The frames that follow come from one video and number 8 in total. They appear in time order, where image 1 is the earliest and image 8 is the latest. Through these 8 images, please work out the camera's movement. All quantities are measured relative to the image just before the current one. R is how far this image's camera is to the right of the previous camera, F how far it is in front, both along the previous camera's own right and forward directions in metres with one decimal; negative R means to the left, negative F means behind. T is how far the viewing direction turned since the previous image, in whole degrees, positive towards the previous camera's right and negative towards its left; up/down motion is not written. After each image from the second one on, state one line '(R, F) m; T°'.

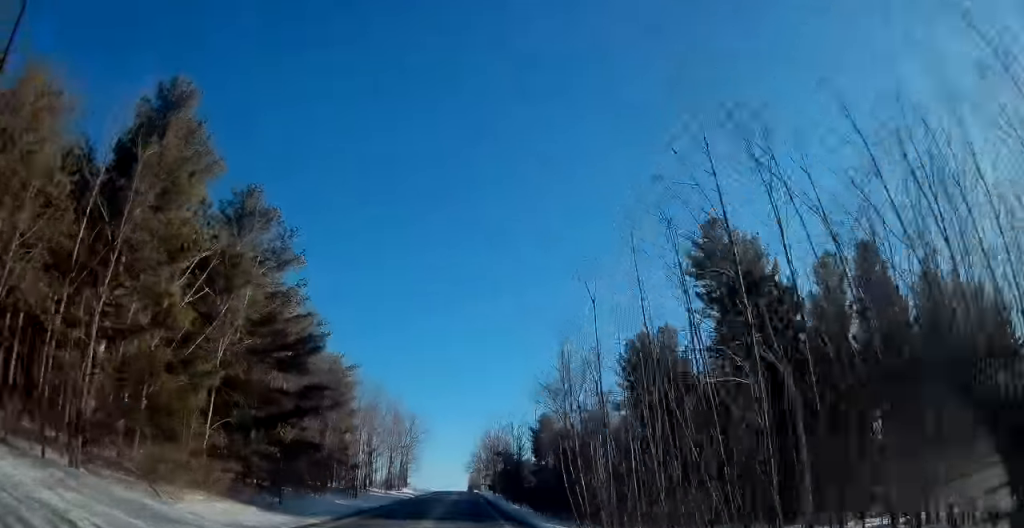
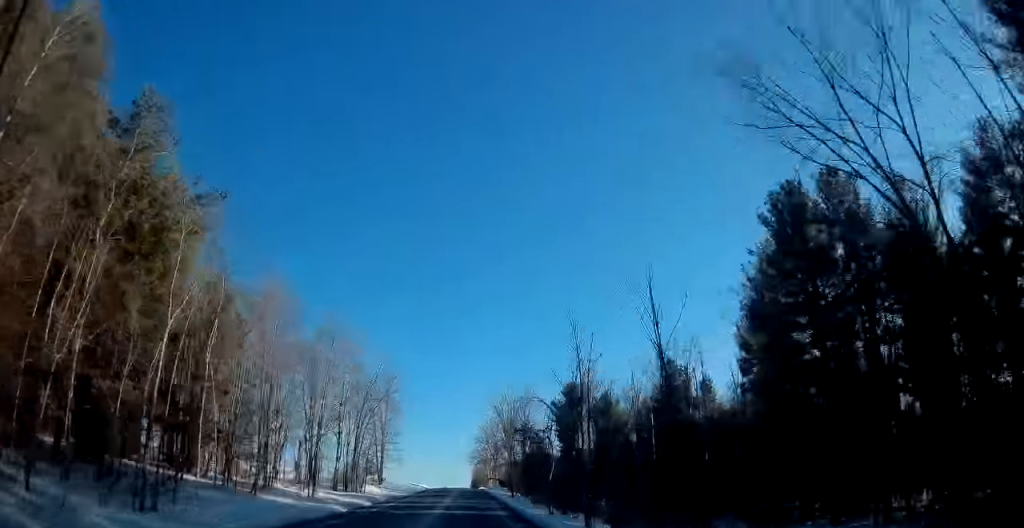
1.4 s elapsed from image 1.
(-0.2, +34.1) m; -1°
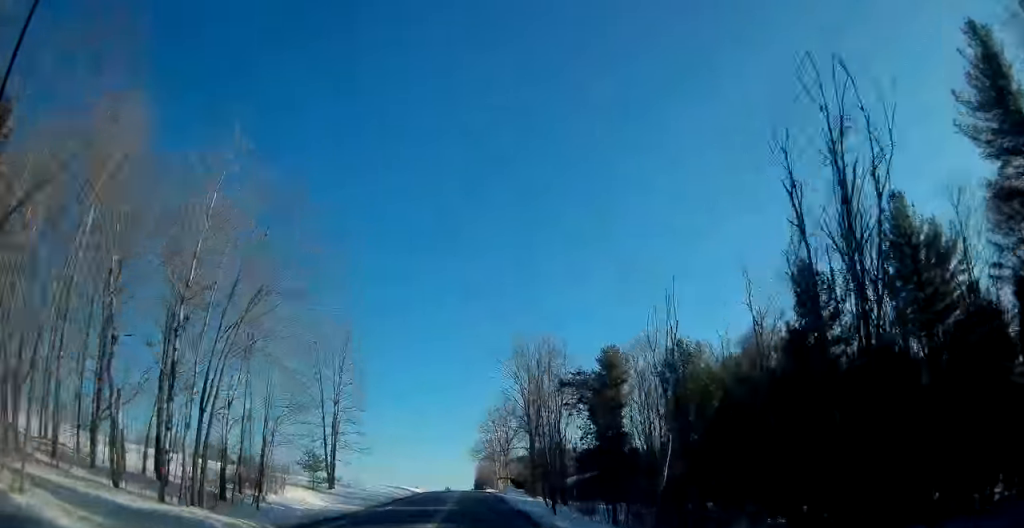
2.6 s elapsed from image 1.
(+0.1, +27.7) m; +1°
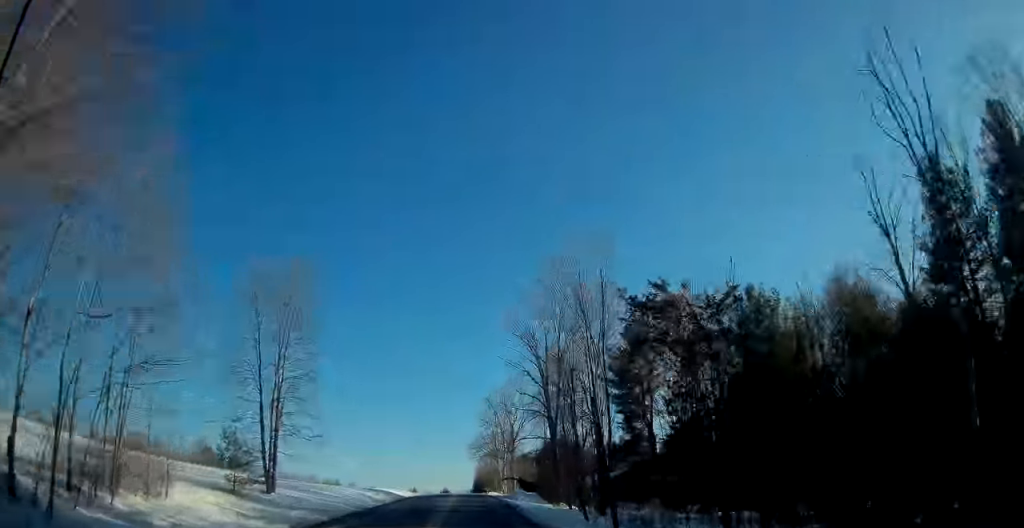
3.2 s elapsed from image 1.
(+0.2, +14.1) m; 0°
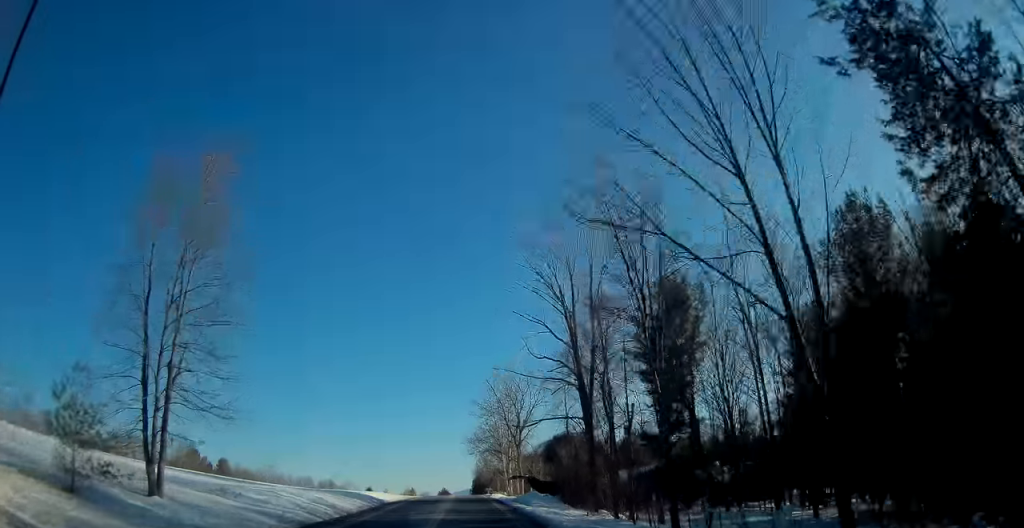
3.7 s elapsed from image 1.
(+0.1, +12.6) m; 0°
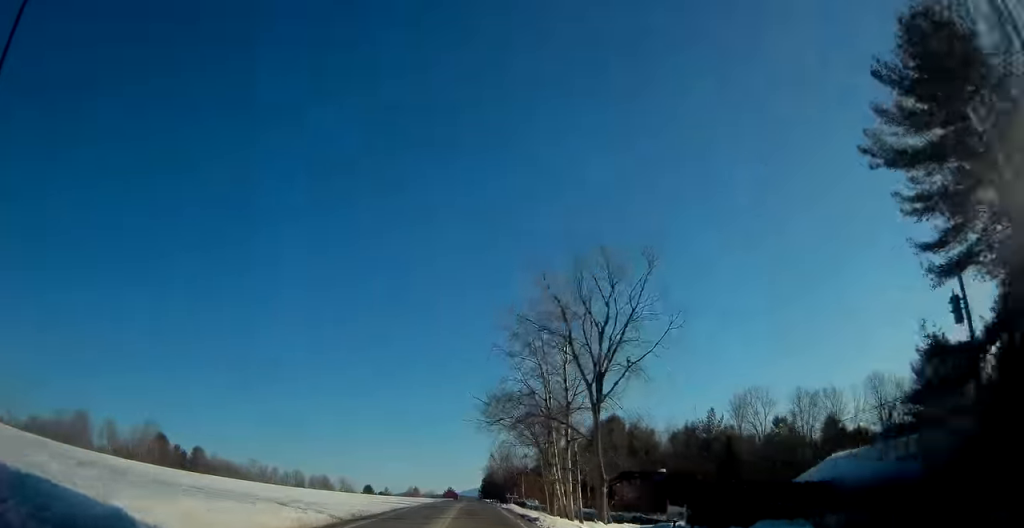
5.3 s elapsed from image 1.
(-0.1, +36.8) m; 0°
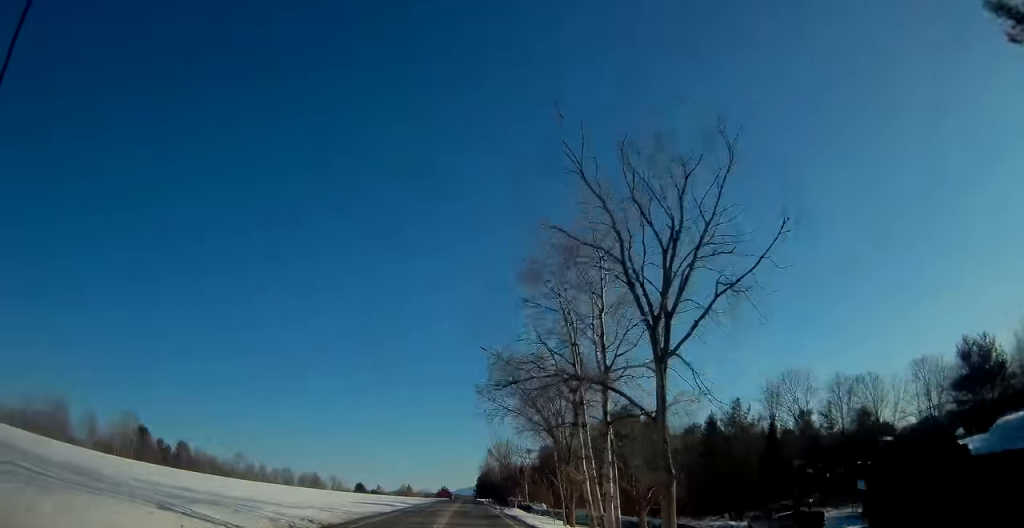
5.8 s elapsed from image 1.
(0.0, +10.8) m; 0°
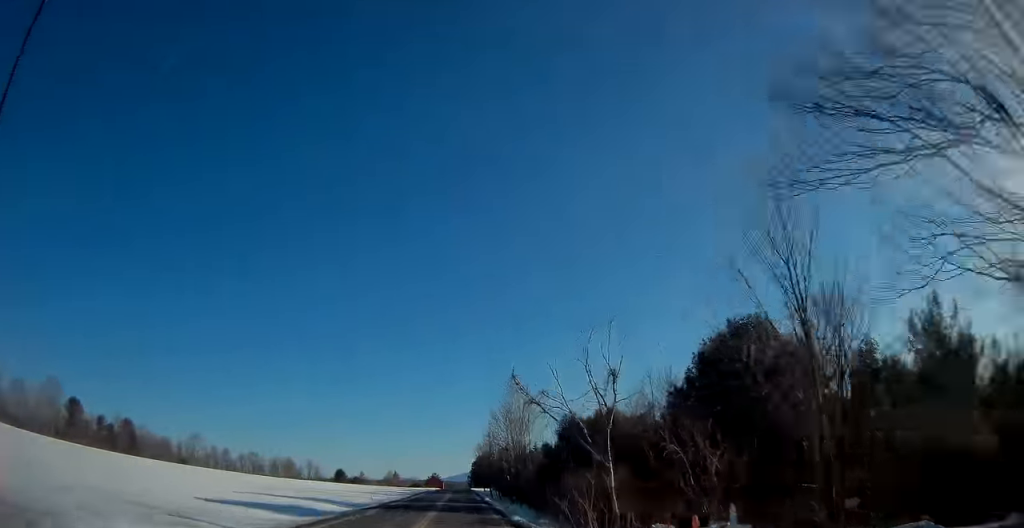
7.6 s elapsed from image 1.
(+0.1, +41.8) m; 0°
